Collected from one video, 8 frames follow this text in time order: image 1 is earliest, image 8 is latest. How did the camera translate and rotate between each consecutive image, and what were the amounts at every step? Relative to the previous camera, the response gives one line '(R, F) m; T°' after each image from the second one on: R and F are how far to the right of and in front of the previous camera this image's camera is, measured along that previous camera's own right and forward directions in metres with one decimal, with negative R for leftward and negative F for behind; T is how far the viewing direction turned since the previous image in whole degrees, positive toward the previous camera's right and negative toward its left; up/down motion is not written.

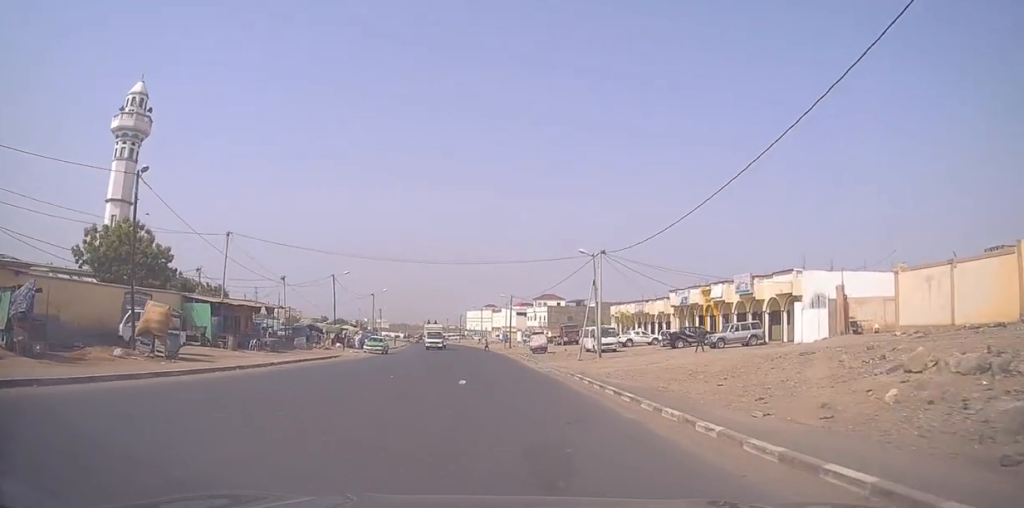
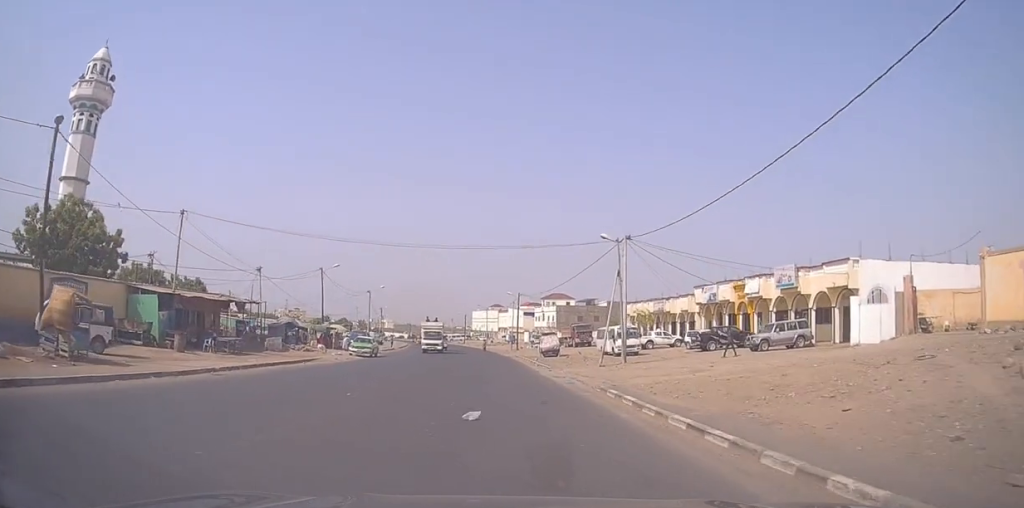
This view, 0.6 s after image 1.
(+0.1, +6.5) m; -1°
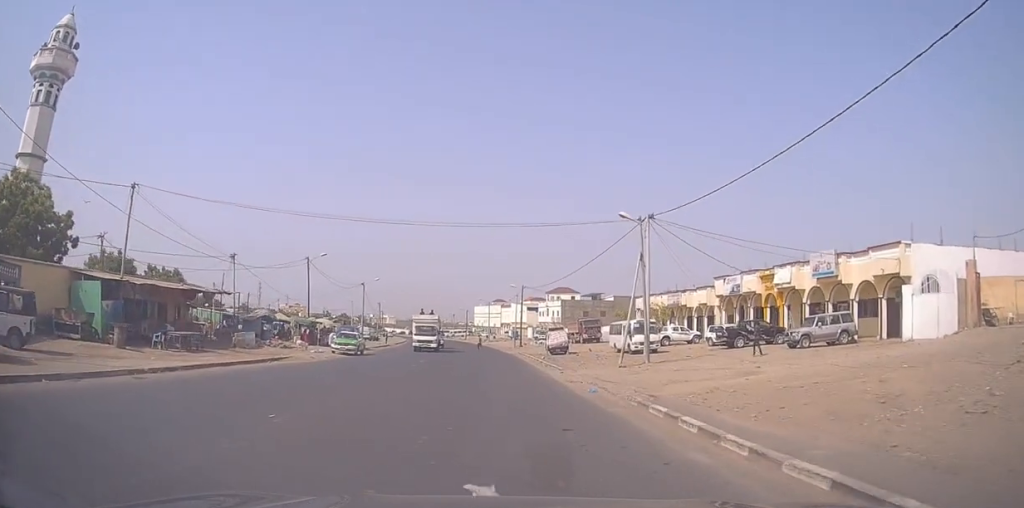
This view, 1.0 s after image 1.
(+0.1, +5.0) m; -1°
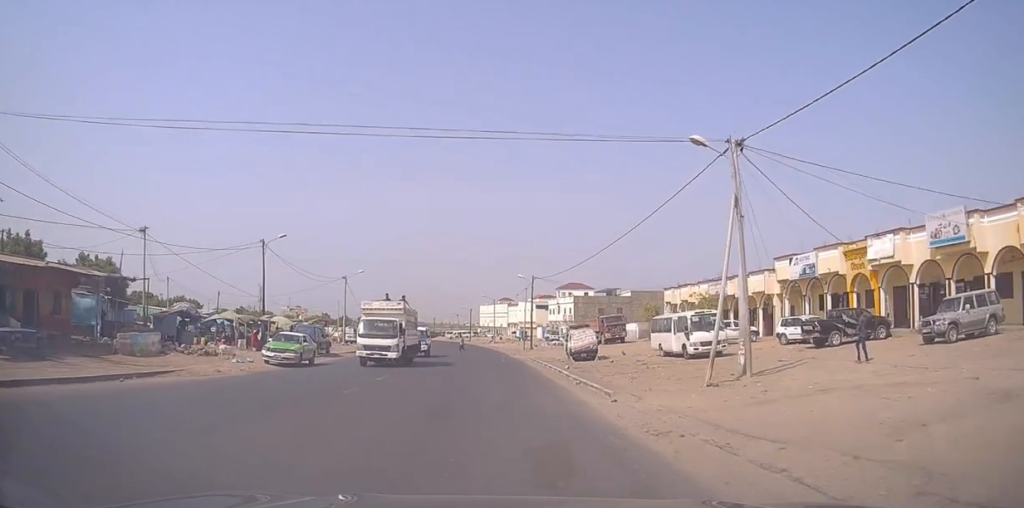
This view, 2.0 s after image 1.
(-0.5, +11.6) m; -2°
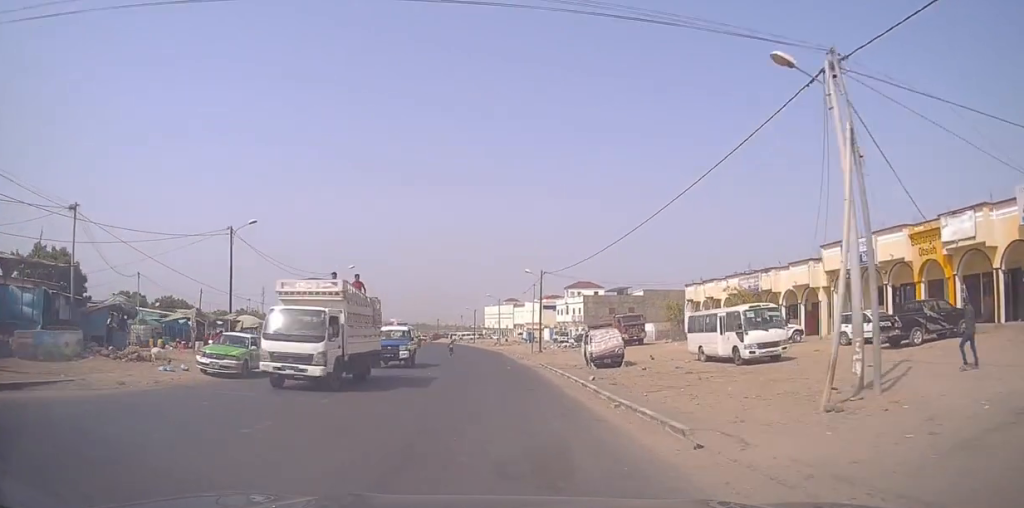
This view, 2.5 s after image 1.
(0.0, +6.3) m; -1°
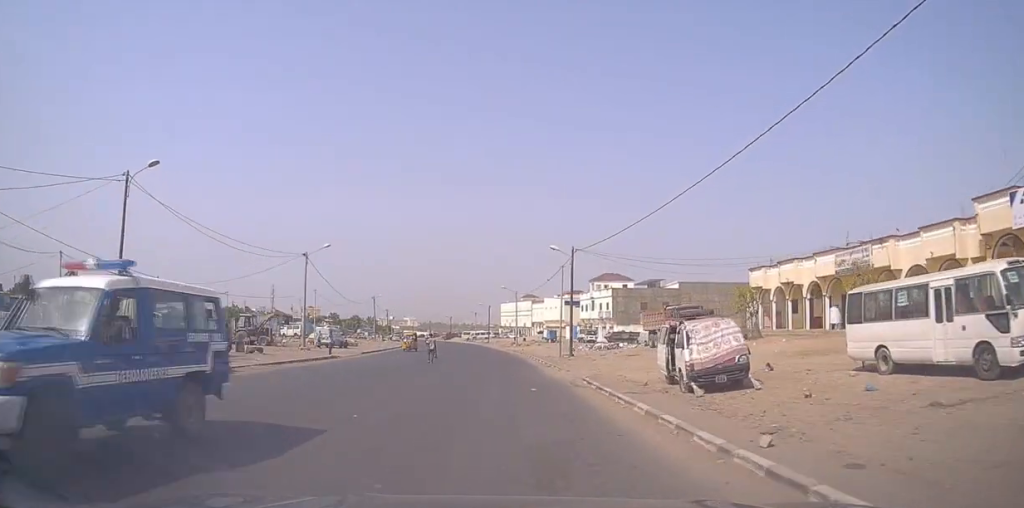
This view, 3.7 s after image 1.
(-0.2, +13.4) m; +1°
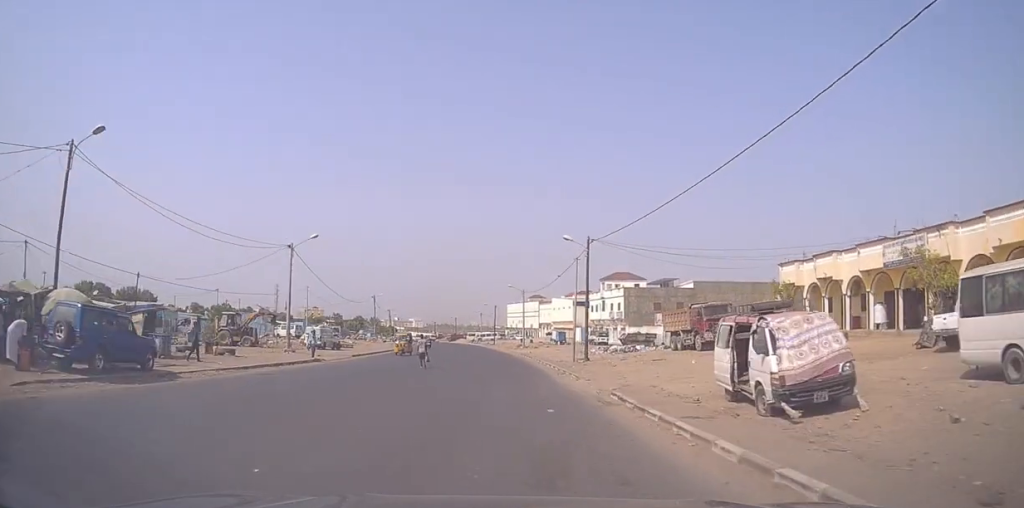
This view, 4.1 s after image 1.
(-0.2, +4.7) m; +1°
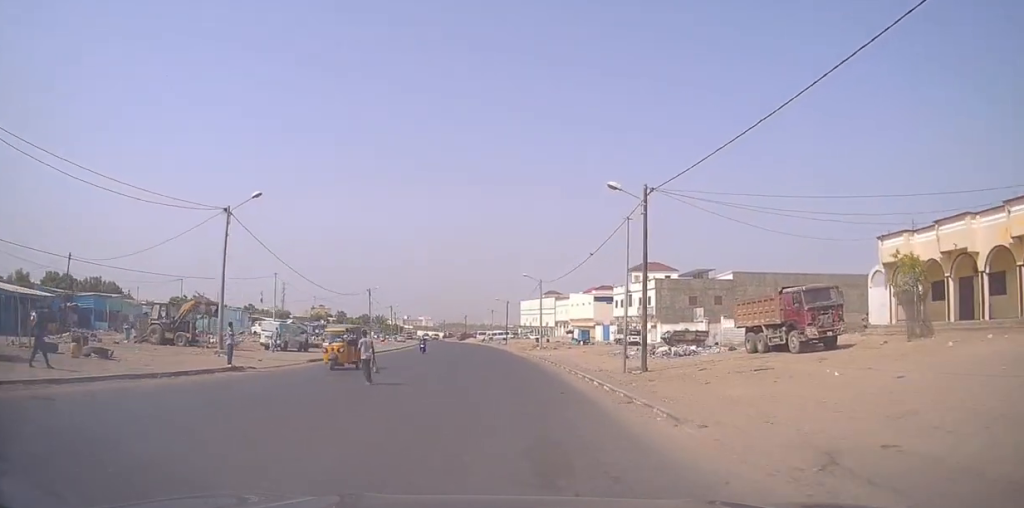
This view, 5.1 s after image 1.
(+0.6, +12.3) m; -2°
